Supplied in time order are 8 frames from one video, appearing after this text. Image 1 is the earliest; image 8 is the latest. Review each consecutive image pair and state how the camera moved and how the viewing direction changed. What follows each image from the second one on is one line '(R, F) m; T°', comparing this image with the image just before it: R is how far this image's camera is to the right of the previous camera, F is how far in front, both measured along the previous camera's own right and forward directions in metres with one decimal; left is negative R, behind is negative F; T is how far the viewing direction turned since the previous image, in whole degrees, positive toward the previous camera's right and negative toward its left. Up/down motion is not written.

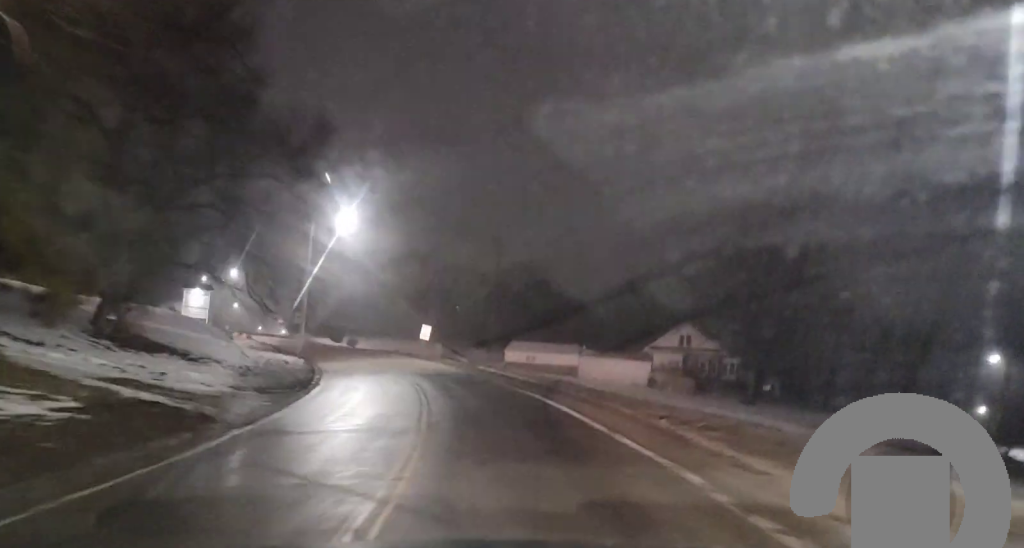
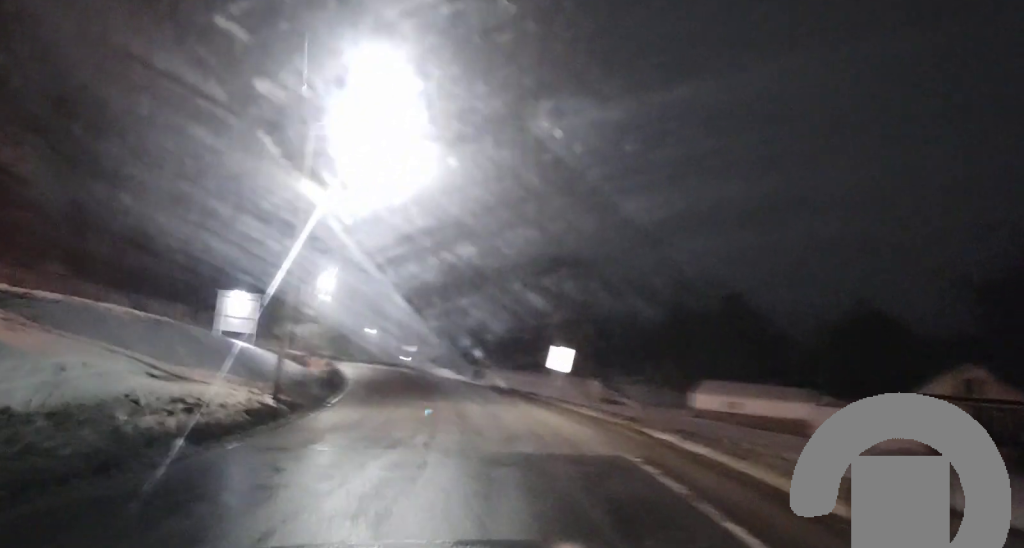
(-3.6, +27.0) m; -14°
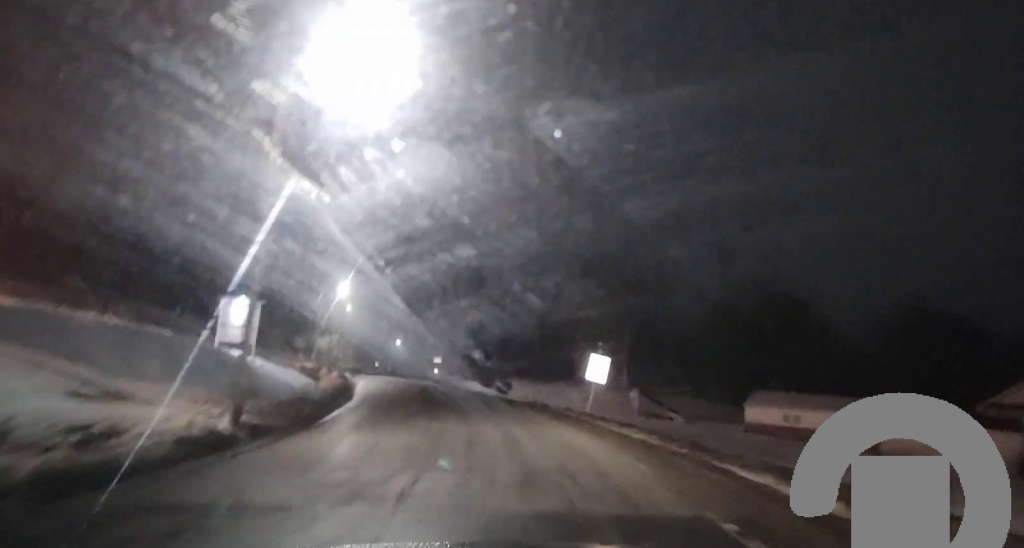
(-0.1, +5.4) m; -2°
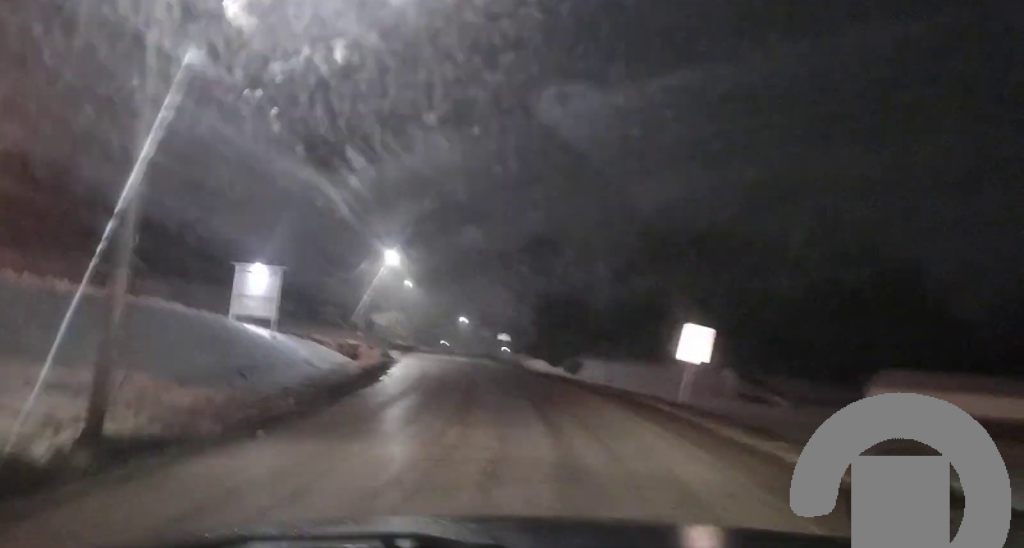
(-0.1, +9.2) m; -2°
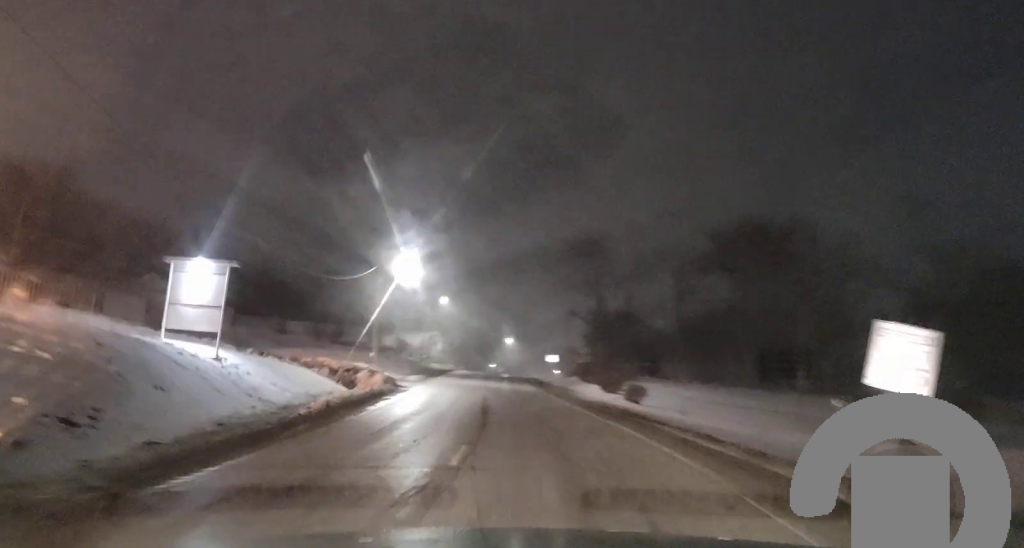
(-0.4, +12.6) m; -3°
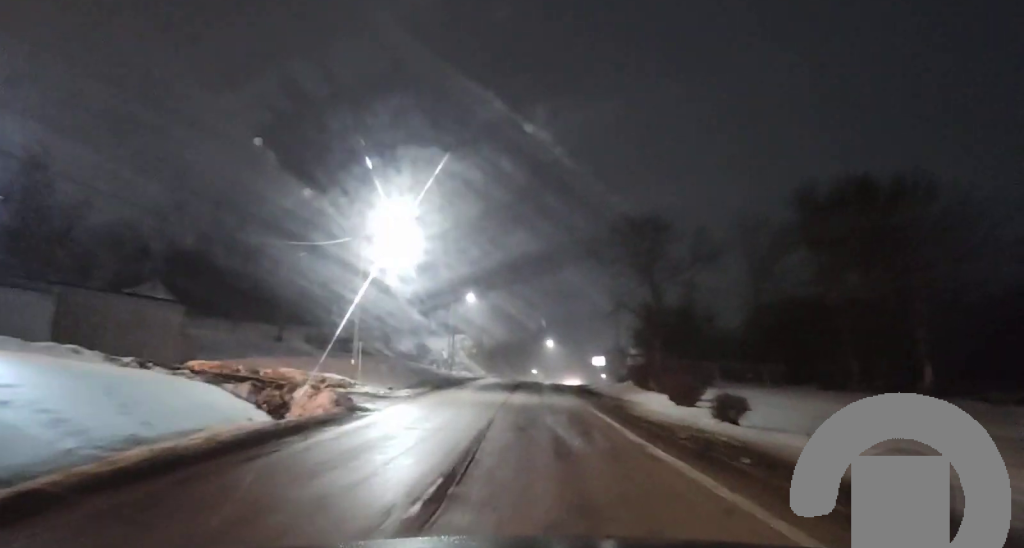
(-0.6, +16.2) m; -4°
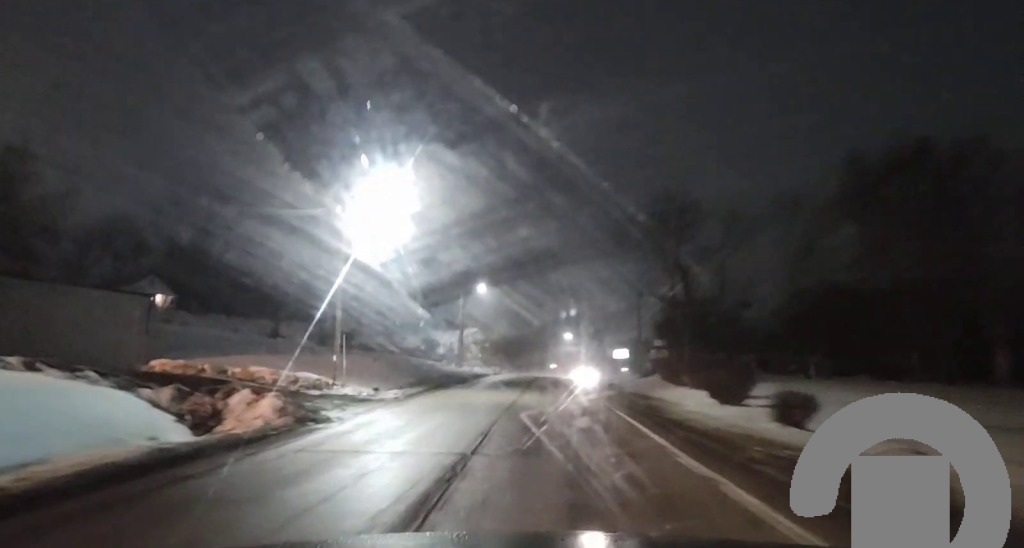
(-0.1, +6.5) m; -1°
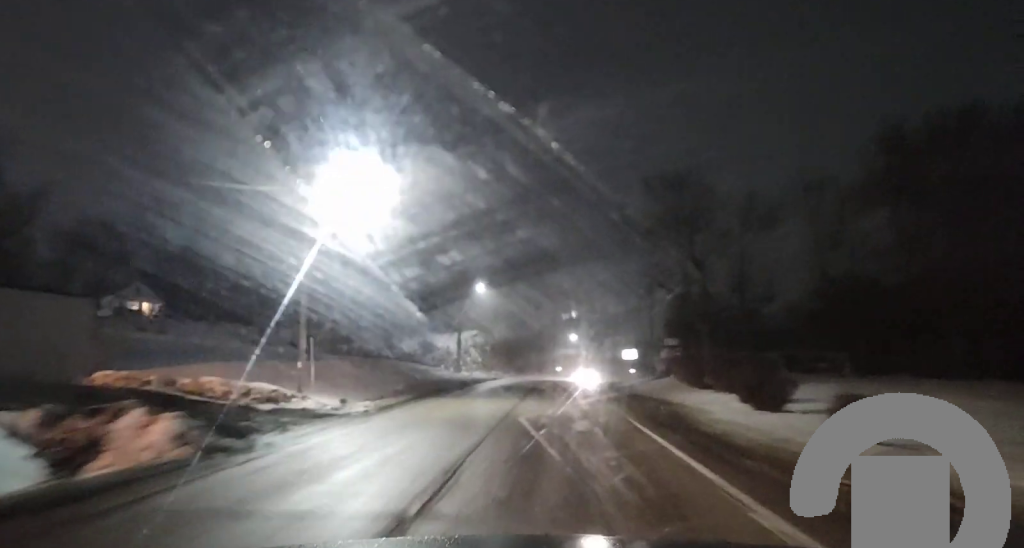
(-0.1, +5.7) m; 0°
